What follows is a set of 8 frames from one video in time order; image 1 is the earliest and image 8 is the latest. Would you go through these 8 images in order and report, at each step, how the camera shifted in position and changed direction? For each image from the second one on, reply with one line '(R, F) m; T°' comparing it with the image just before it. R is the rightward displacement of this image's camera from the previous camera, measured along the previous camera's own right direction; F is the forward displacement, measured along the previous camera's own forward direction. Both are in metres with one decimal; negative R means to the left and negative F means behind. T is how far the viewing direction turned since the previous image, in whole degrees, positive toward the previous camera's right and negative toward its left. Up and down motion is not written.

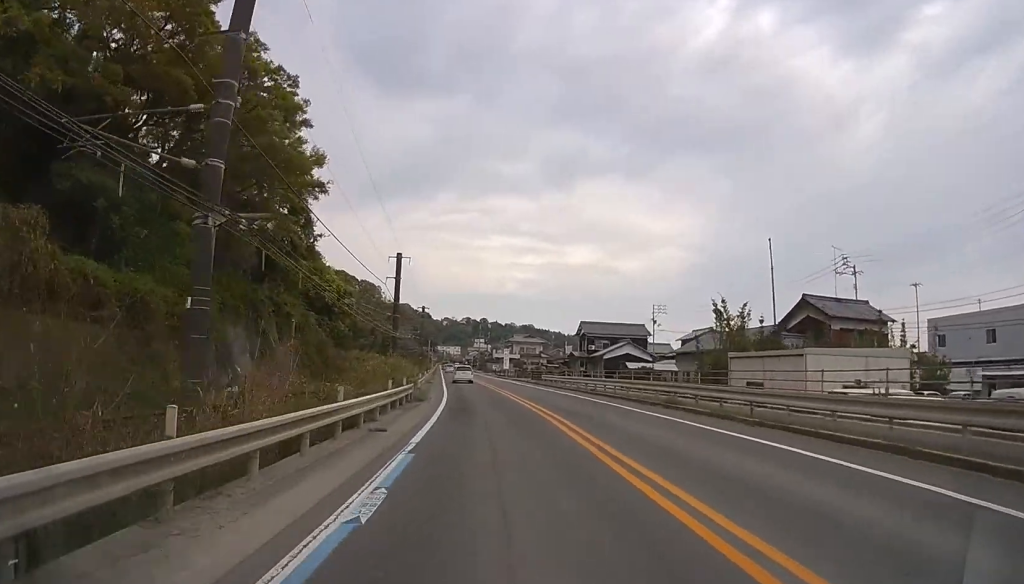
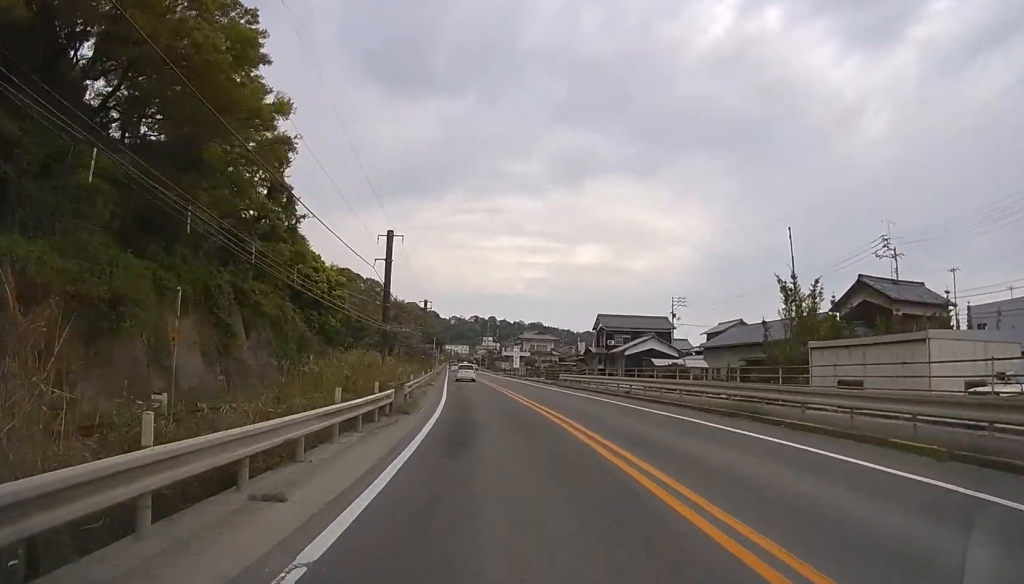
(0.0, +6.8) m; 0°
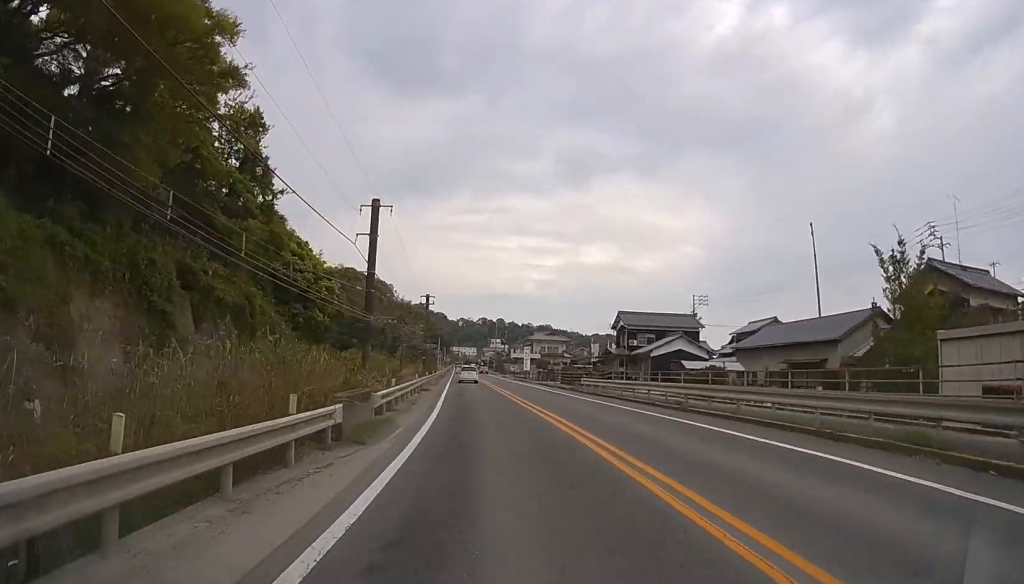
(0.0, +6.4) m; -1°
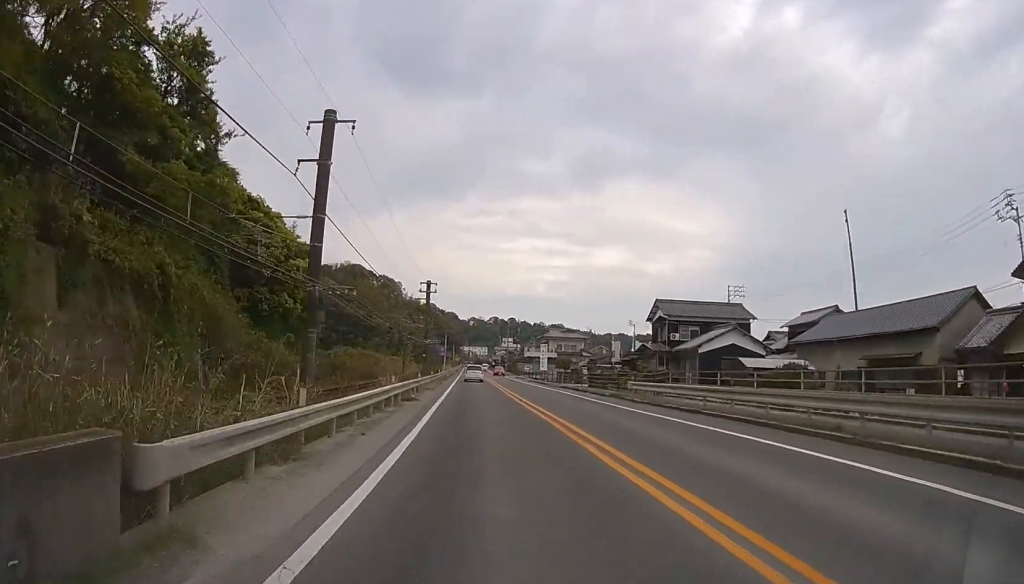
(+0.1, +9.7) m; -2°
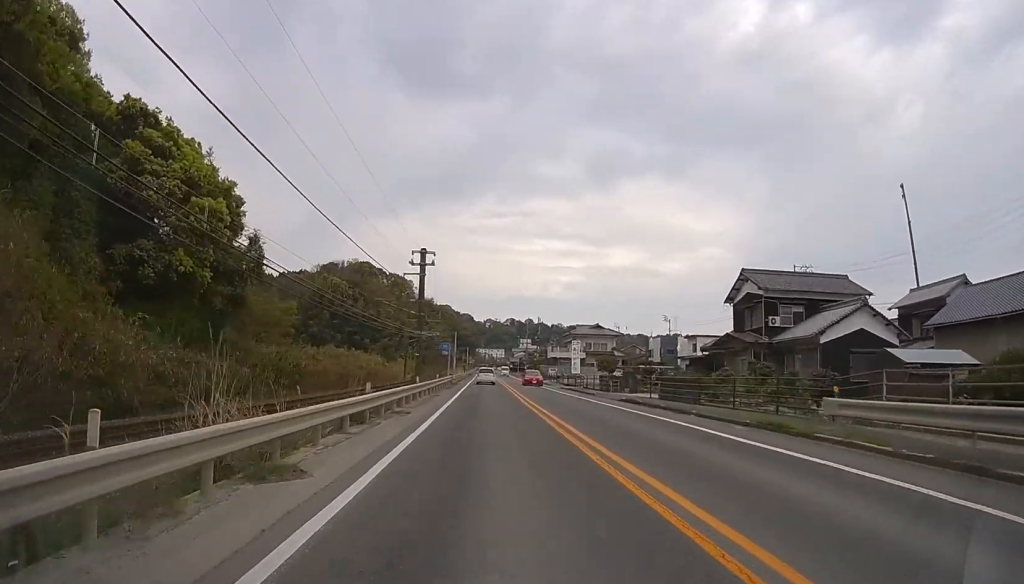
(-0.6, +15.0) m; -2°
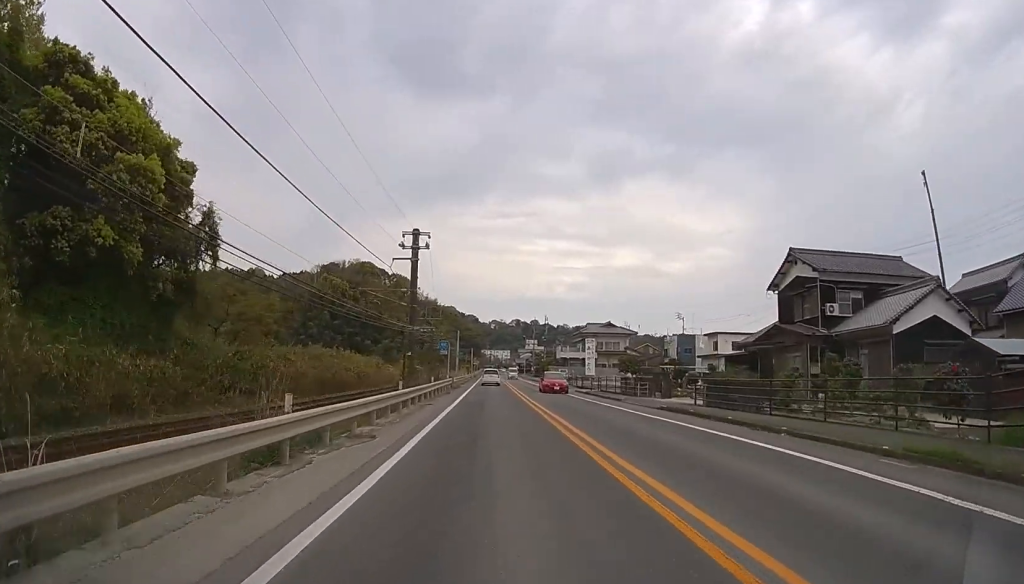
(0.0, +6.2) m; 0°
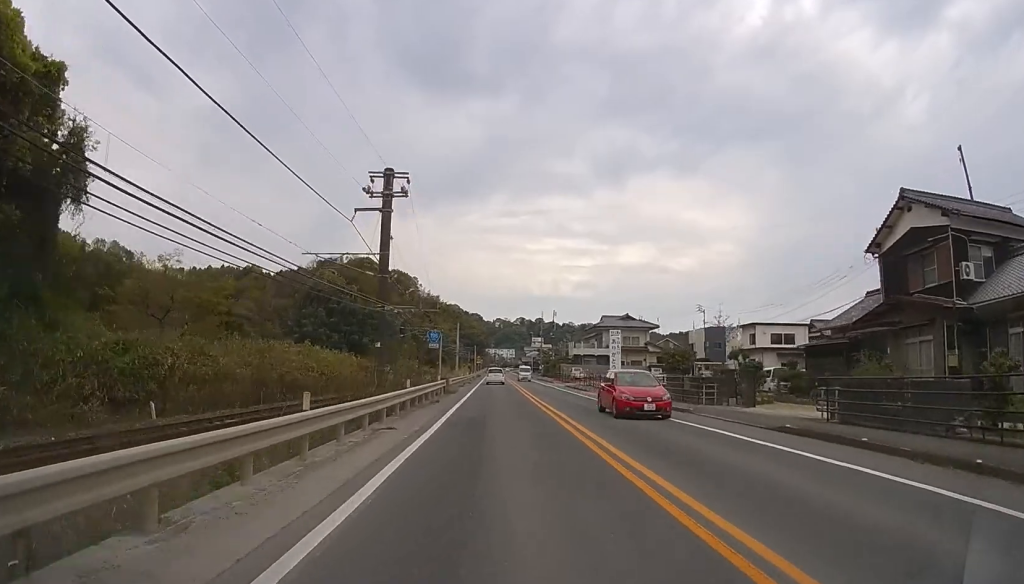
(0.0, +9.6) m; 0°
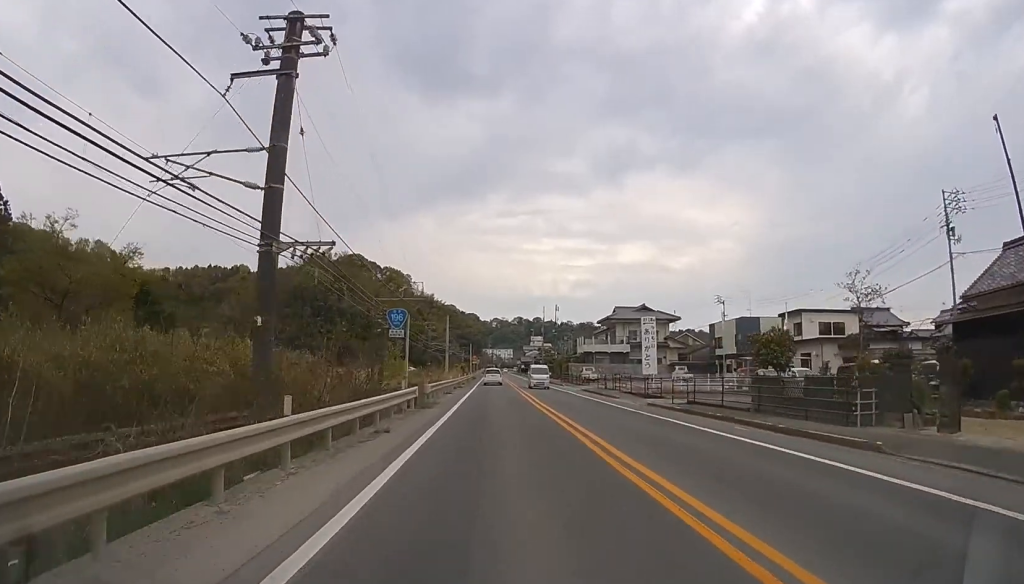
(0.0, +10.7) m; 0°
